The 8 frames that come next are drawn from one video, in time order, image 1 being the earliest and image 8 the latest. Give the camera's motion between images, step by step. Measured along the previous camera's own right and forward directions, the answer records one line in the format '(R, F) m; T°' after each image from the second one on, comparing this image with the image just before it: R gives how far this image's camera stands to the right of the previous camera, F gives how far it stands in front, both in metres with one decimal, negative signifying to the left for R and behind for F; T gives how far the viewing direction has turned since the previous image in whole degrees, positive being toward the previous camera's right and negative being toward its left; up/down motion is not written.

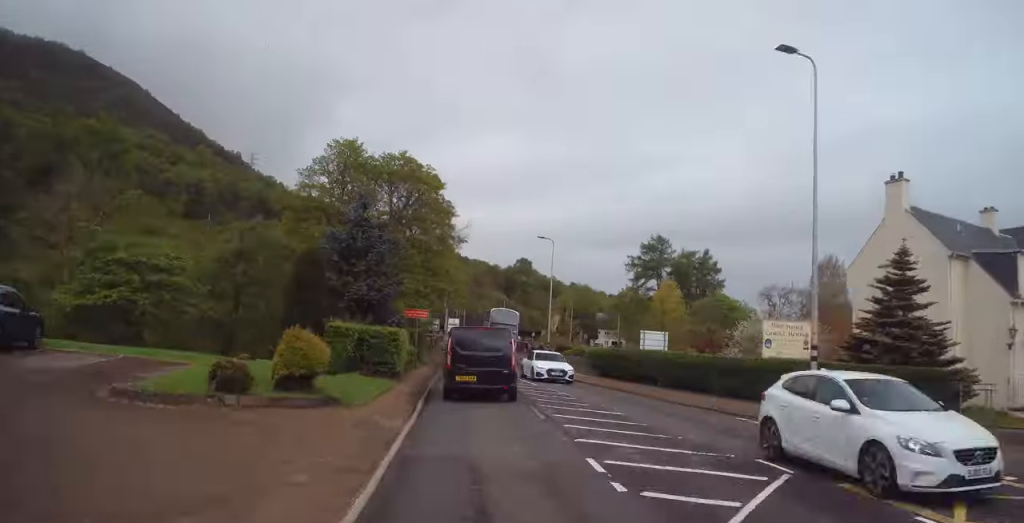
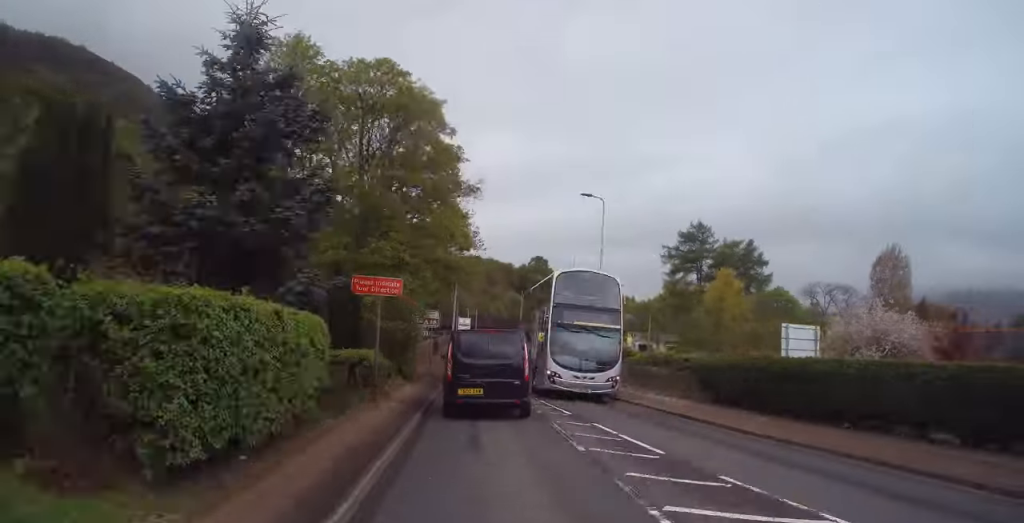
(-0.2, +11.6) m; 0°
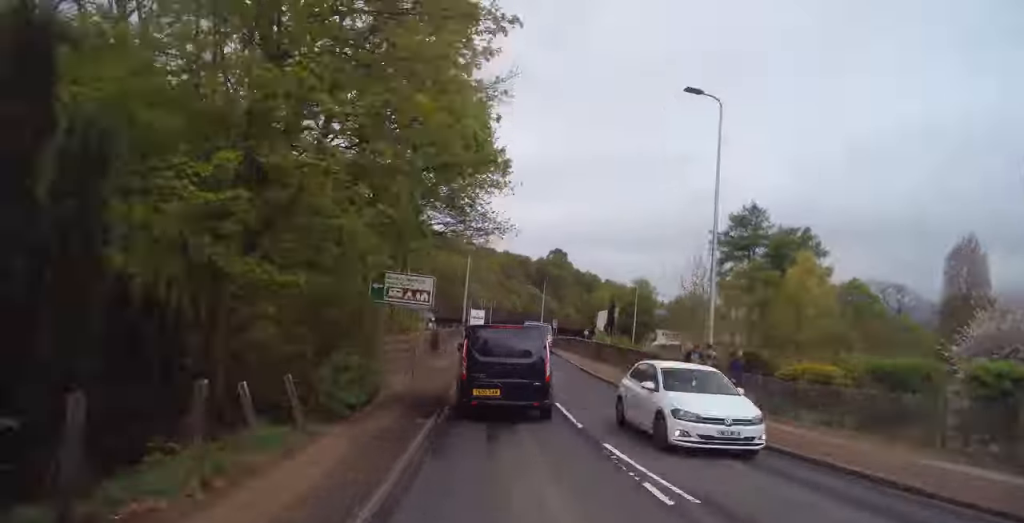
(-0.1, +12.5) m; 0°
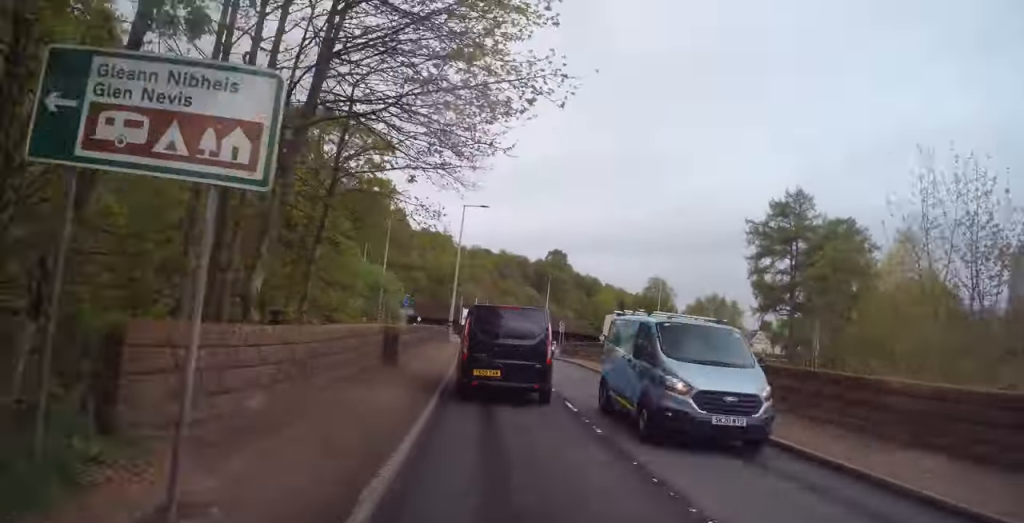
(0.0, +11.5) m; 0°
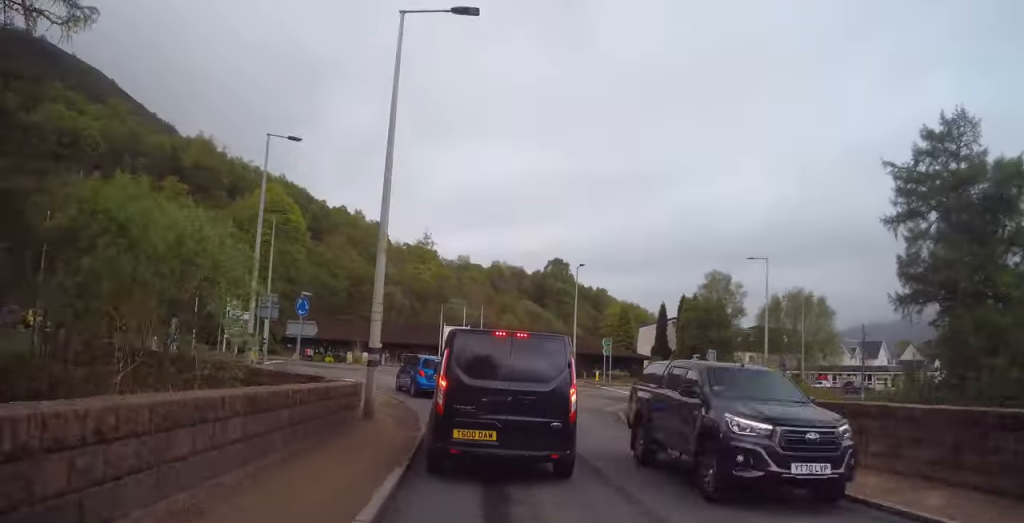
(0.0, +26.6) m; -3°
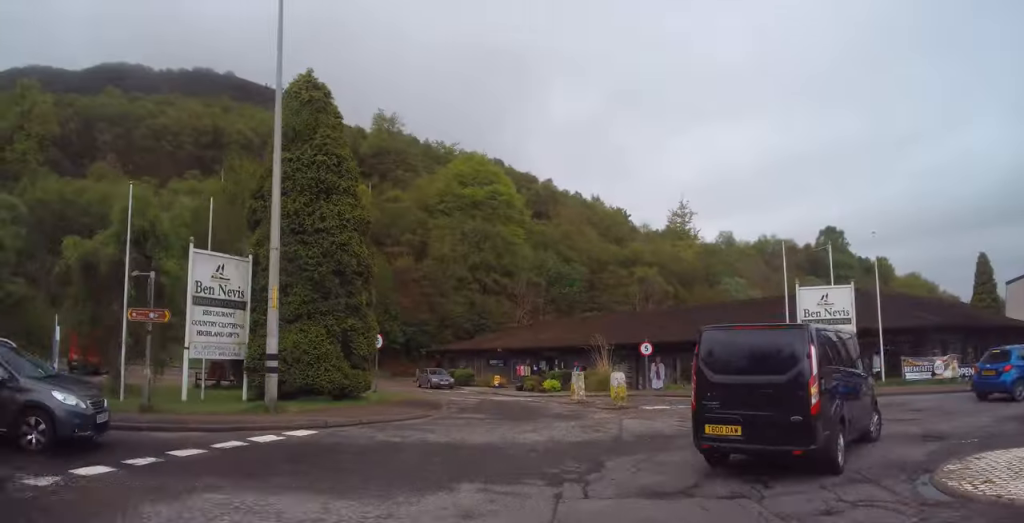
(+2.8, +36.8) m; +34°
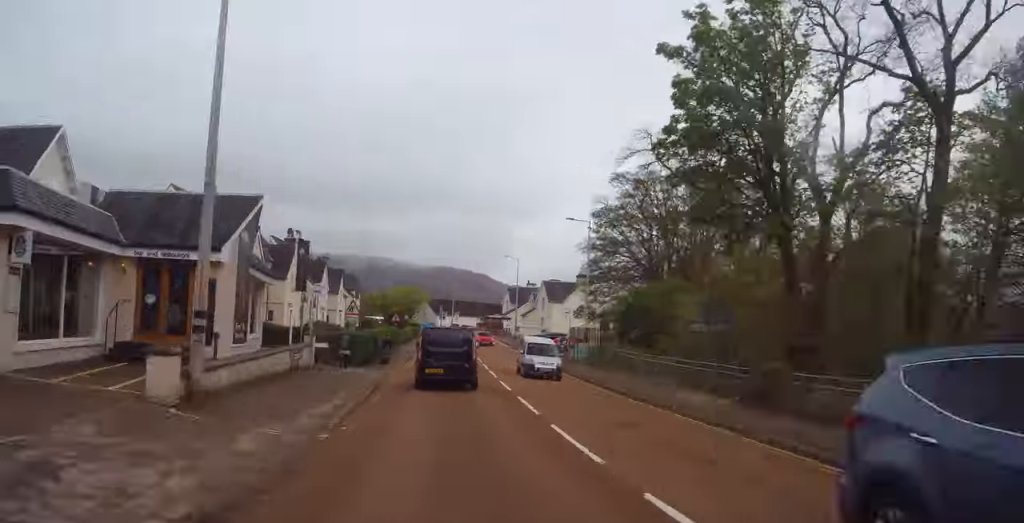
(+38.0, +57.6) m; +35°
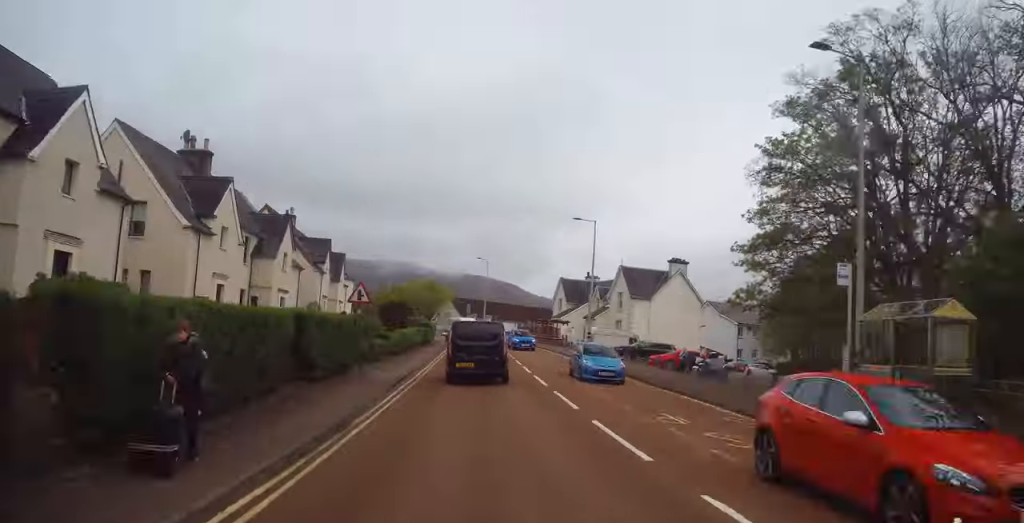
(-0.2, +19.4) m; -1°
